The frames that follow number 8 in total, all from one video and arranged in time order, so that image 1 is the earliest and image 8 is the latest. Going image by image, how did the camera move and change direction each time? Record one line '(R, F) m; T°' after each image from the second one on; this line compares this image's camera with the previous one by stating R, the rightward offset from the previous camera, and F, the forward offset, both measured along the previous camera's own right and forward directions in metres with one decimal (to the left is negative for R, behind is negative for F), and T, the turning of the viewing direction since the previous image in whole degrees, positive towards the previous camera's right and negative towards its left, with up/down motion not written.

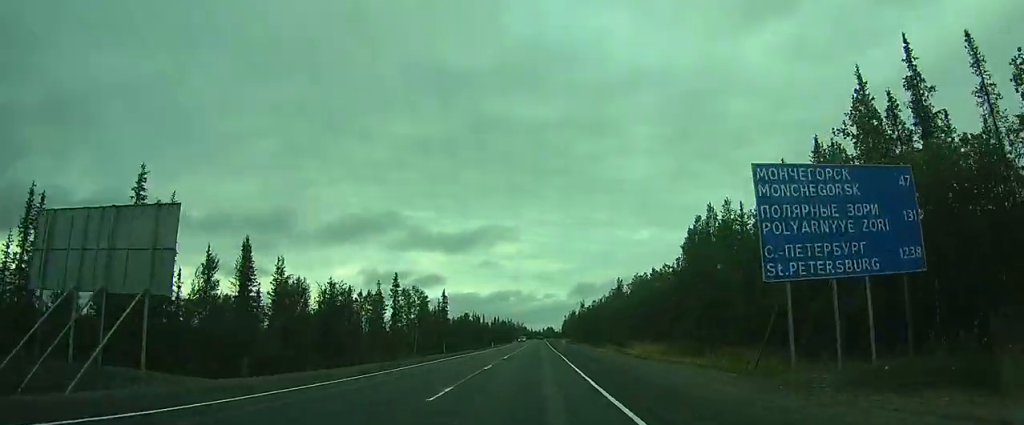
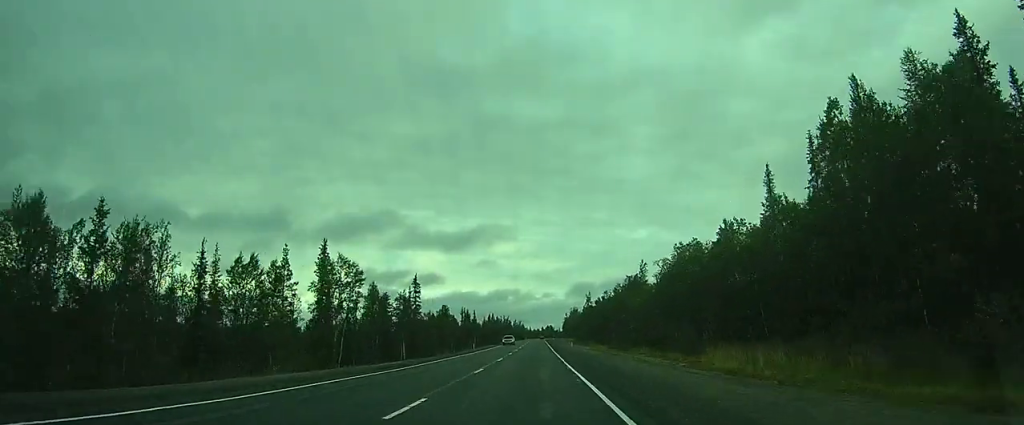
(0.0, +26.7) m; 0°
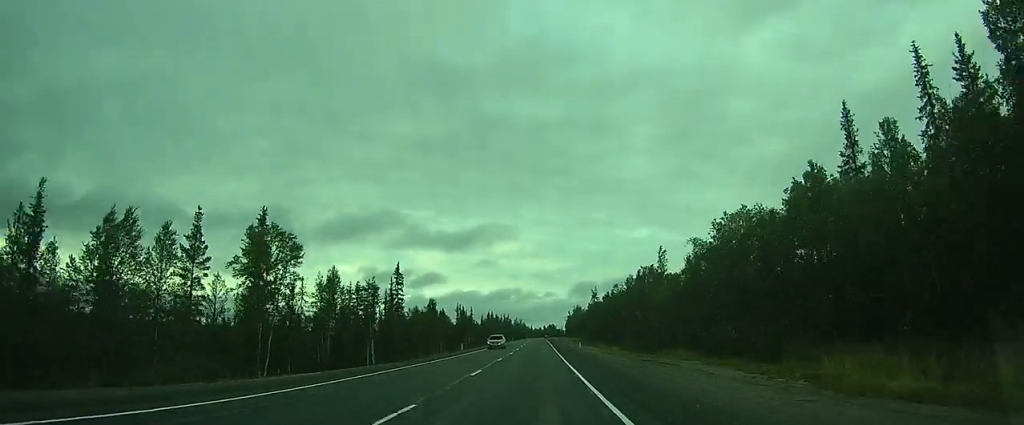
(0.0, +13.1) m; 0°
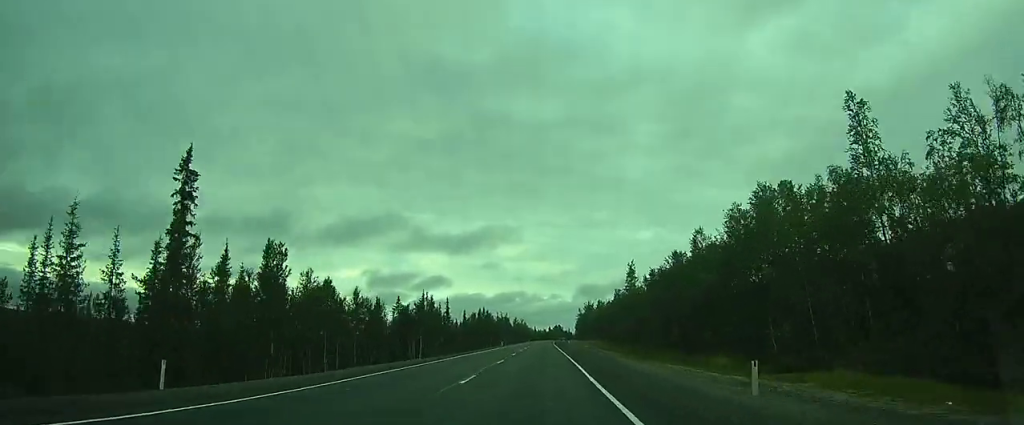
(-0.2, +52.8) m; 0°
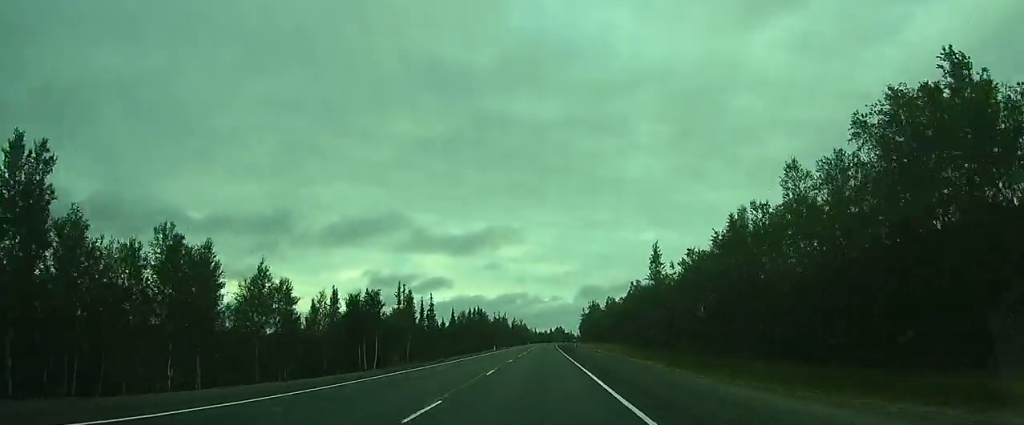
(0.0, +19.6) m; 0°
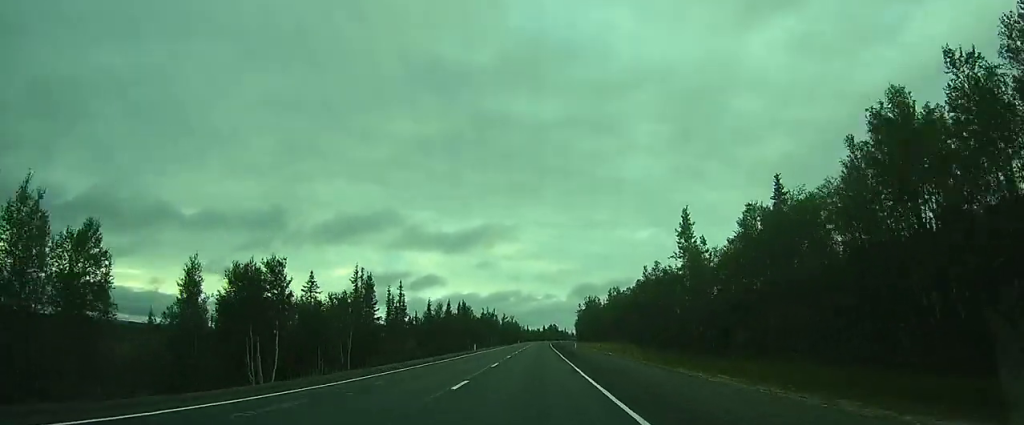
(0.0, +18.9) m; 0°
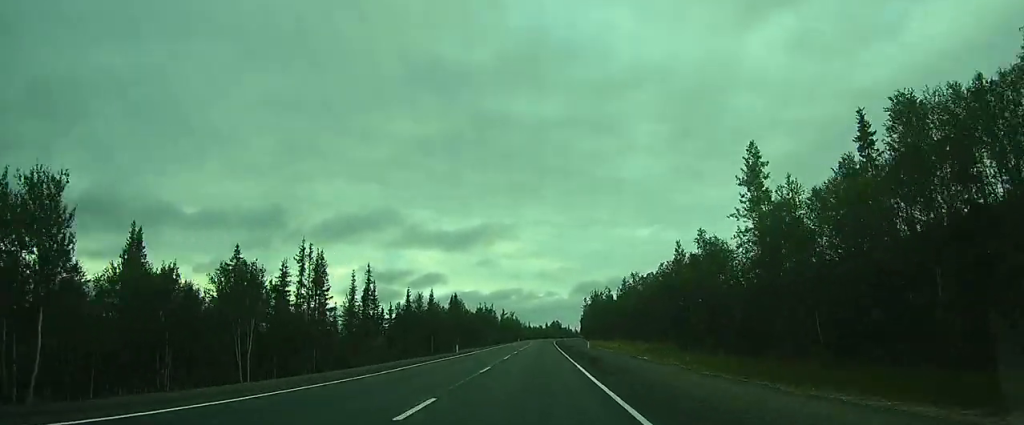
(0.0, +18.2) m; 0°
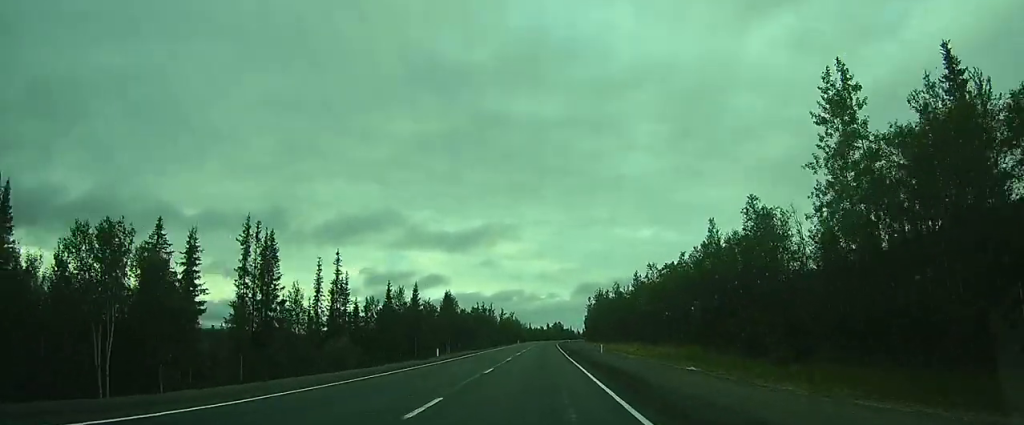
(-0.1, +12.0) m; -1°
